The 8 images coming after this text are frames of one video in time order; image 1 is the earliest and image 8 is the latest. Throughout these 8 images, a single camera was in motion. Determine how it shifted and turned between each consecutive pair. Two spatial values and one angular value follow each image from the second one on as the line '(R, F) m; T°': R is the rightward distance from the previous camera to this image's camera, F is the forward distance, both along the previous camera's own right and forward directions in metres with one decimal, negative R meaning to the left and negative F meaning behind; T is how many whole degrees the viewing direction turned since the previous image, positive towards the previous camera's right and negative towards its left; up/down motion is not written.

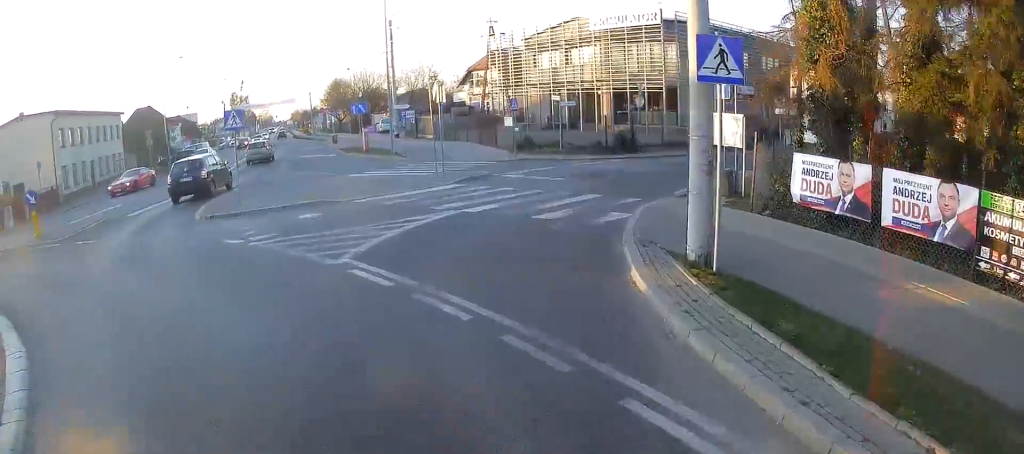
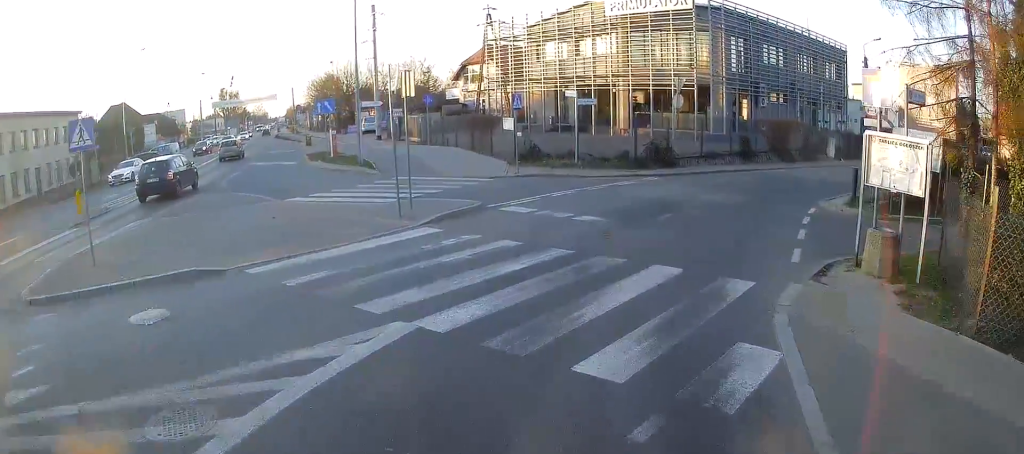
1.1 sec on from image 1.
(-0.8, +6.3) m; -4°
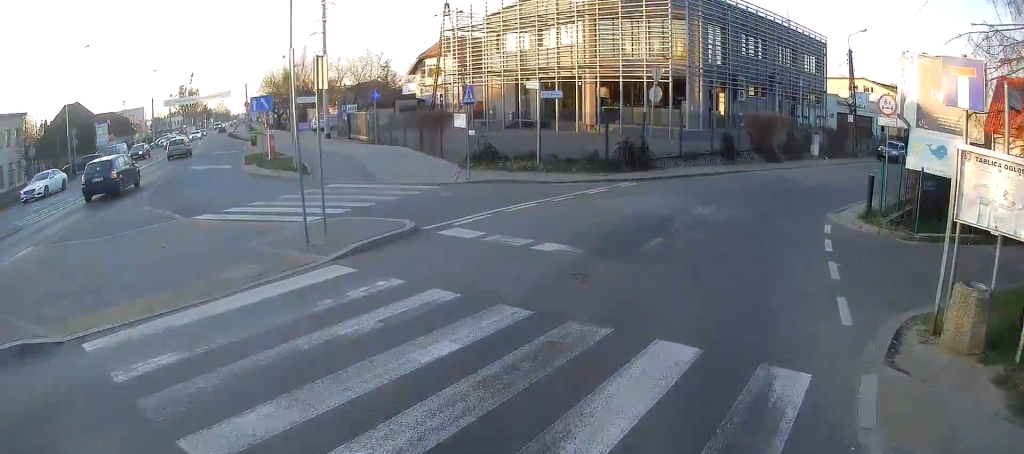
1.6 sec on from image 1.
(-0.1, +2.7) m; +2°
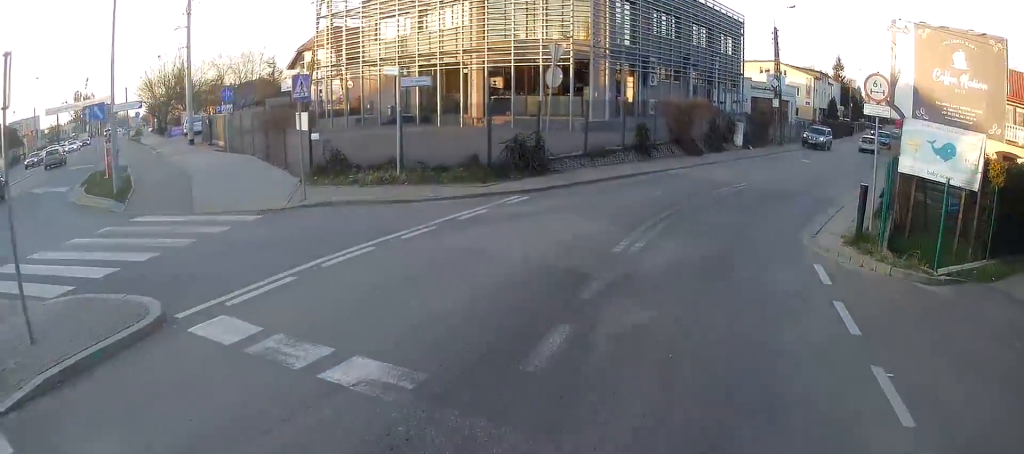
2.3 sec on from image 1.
(+0.4, +4.1) m; +7°
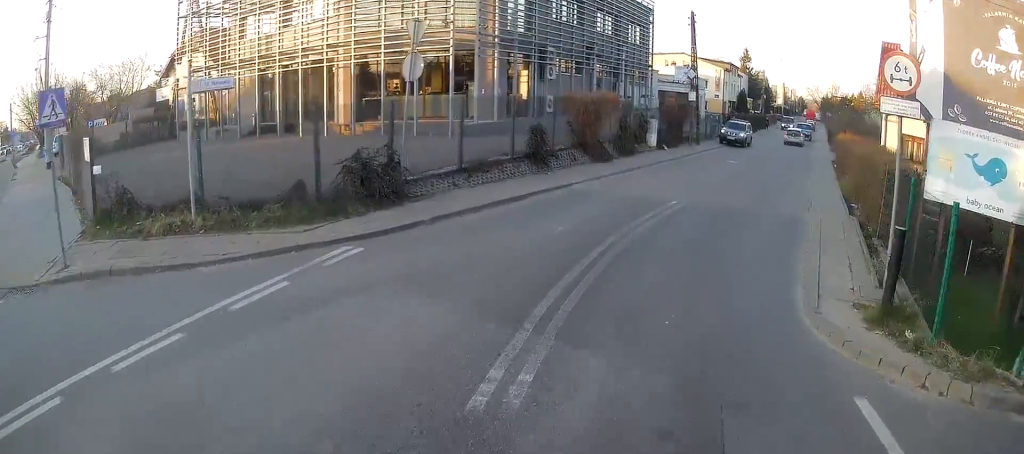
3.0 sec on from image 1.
(+0.2, +4.0) m; +5°
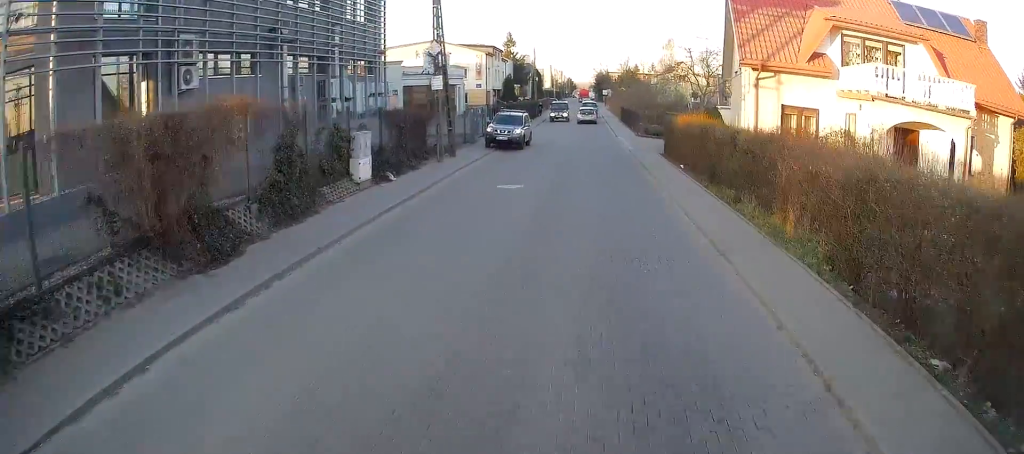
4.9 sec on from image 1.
(+2.0, +10.7) m; +24°
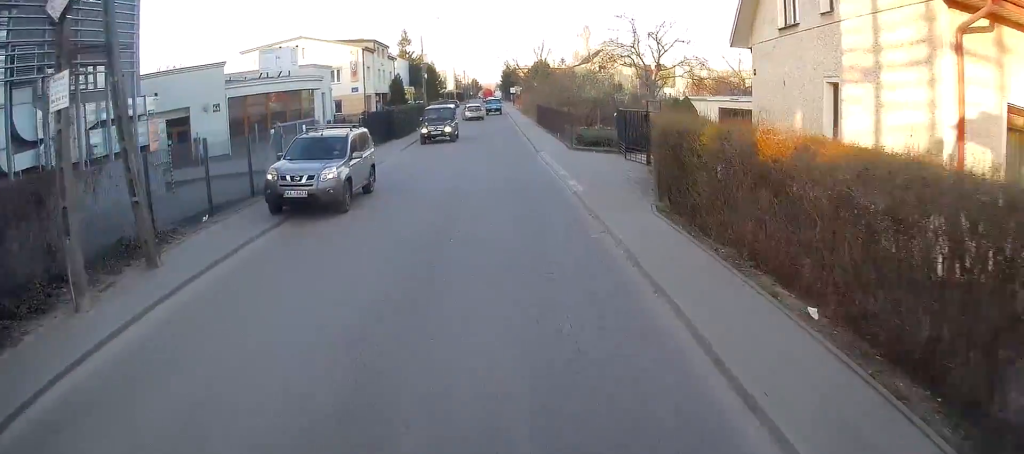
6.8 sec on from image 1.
(+1.5, +14.1) m; +6°
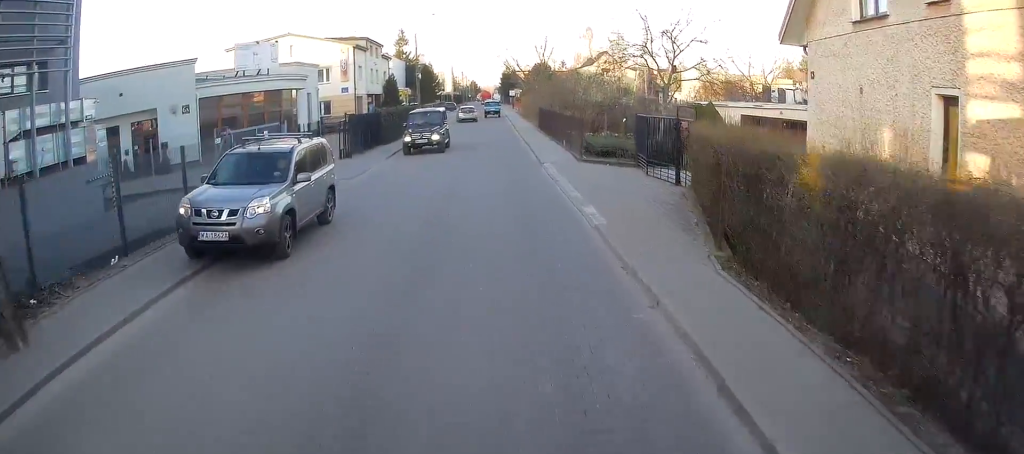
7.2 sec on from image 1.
(-0.1, +3.2) m; +1°
